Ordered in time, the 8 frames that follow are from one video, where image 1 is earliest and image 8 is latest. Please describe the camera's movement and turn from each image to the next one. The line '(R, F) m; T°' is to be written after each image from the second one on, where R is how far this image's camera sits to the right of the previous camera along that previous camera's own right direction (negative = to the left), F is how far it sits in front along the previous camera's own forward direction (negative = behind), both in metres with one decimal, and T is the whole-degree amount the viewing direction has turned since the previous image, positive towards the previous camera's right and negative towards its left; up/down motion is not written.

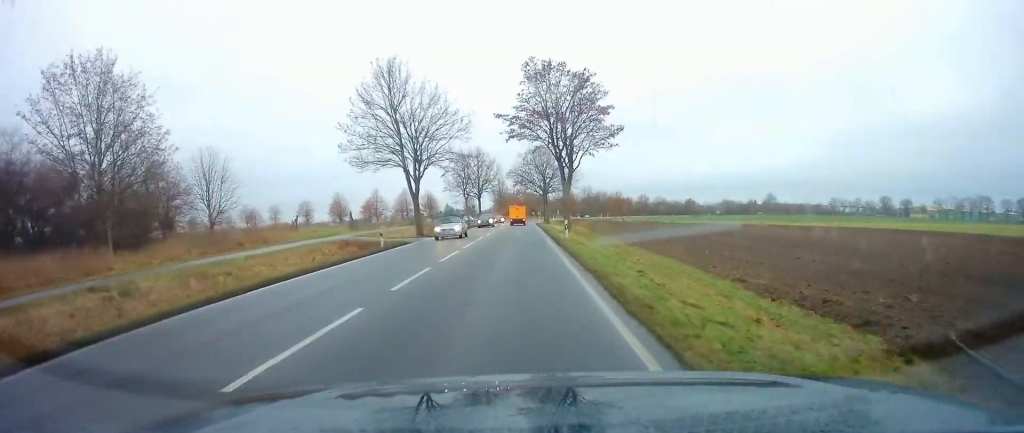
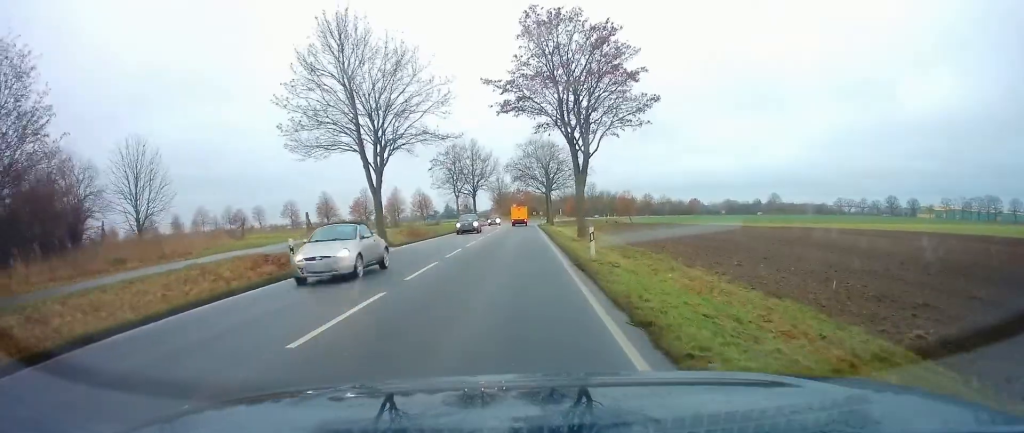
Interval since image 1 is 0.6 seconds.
(+0.2, +10.4) m; +1°
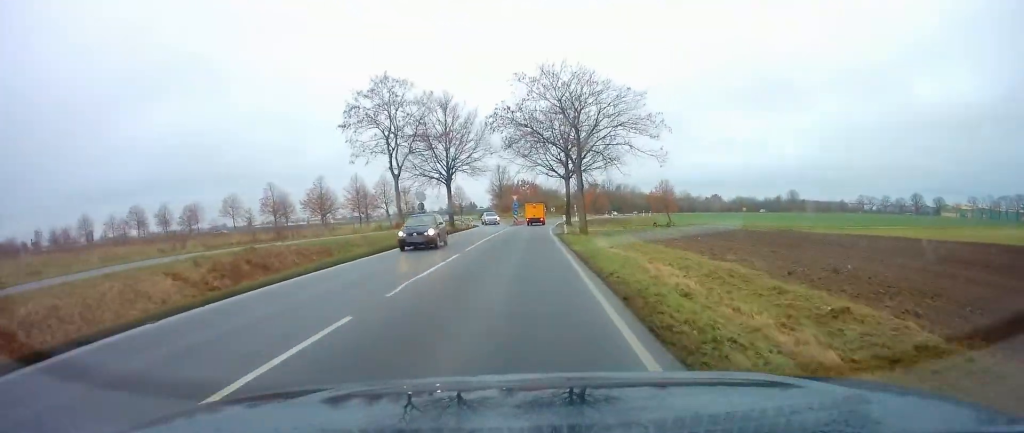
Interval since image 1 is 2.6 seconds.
(+0.2, +31.9) m; +1°
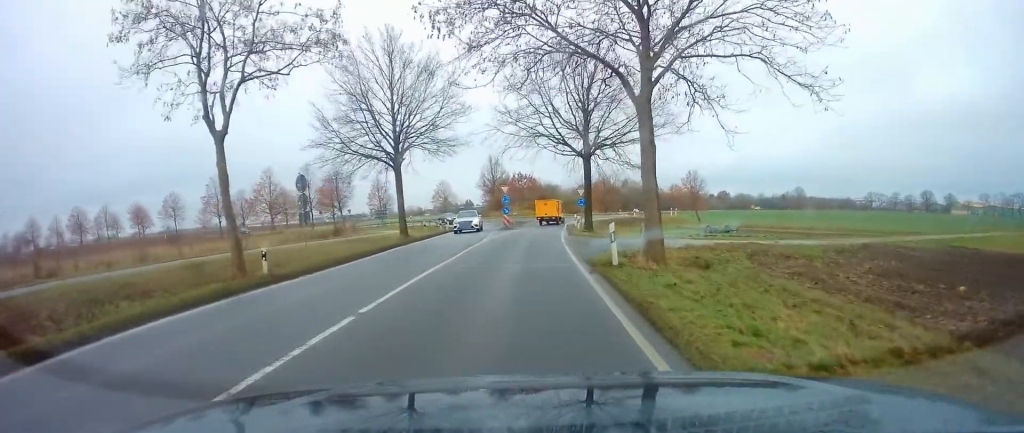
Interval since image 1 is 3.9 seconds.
(0.0, +19.5) m; 0°
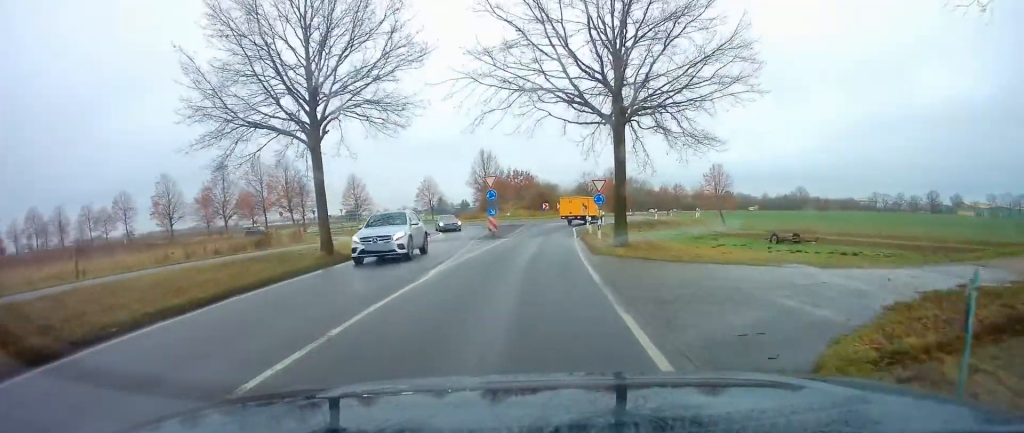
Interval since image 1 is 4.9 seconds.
(0.0, +12.7) m; -1°
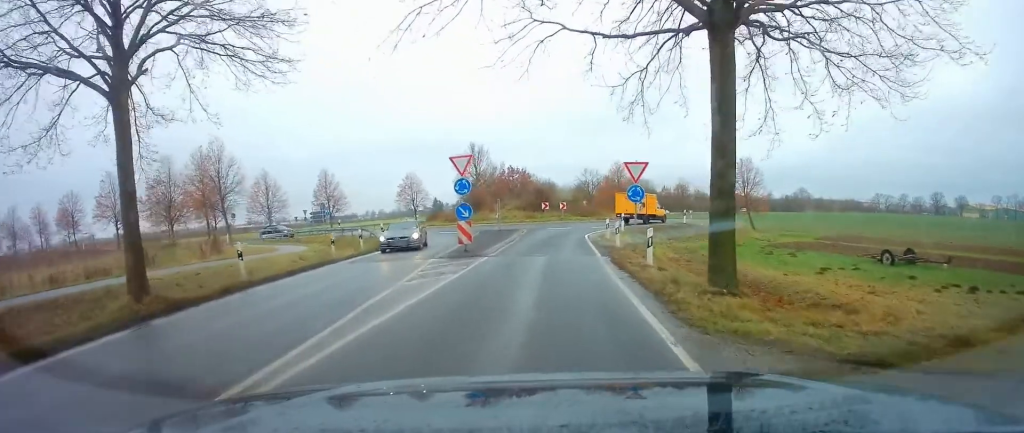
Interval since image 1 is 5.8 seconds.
(-0.3, +11.2) m; 0°
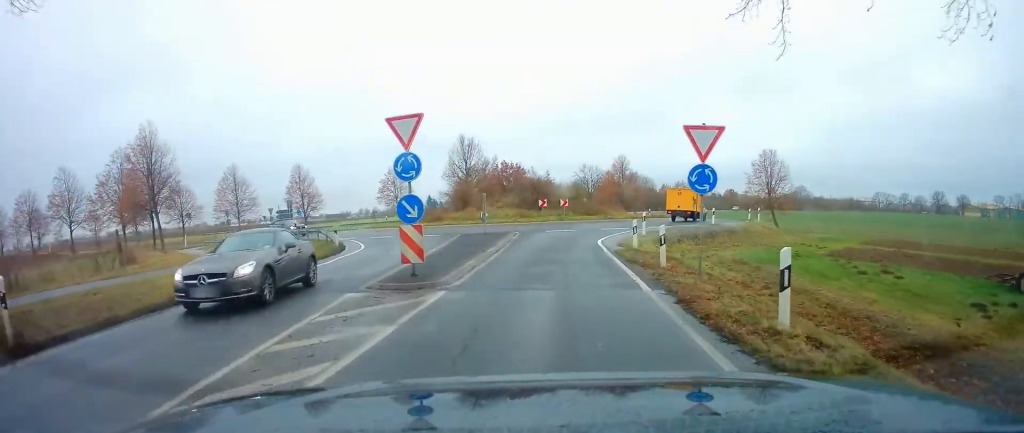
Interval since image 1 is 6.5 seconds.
(+0.2, +7.7) m; +2°
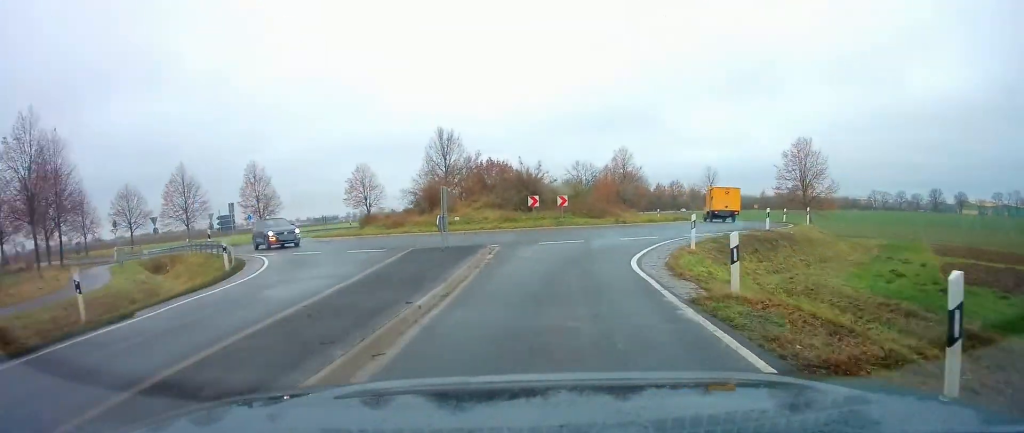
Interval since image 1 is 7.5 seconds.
(+0.2, +9.5) m; +3°
